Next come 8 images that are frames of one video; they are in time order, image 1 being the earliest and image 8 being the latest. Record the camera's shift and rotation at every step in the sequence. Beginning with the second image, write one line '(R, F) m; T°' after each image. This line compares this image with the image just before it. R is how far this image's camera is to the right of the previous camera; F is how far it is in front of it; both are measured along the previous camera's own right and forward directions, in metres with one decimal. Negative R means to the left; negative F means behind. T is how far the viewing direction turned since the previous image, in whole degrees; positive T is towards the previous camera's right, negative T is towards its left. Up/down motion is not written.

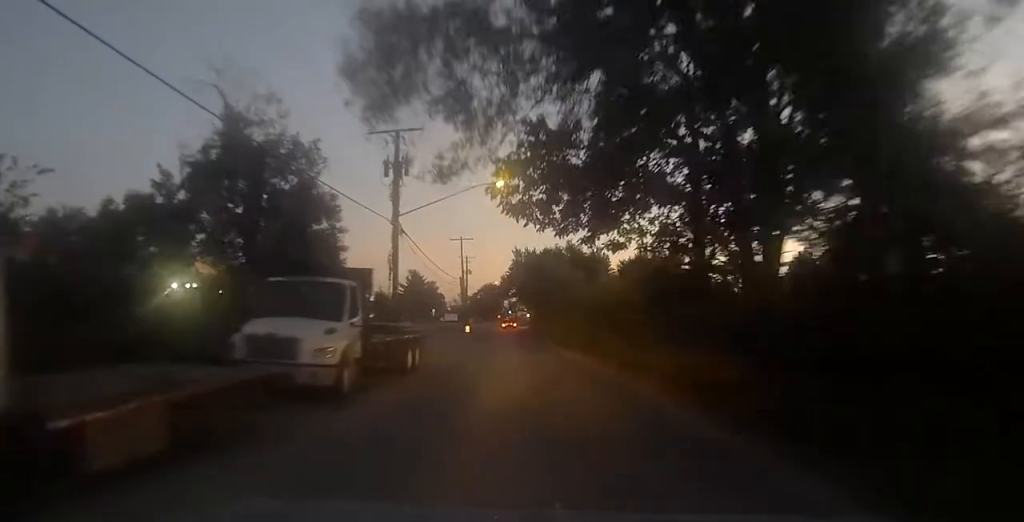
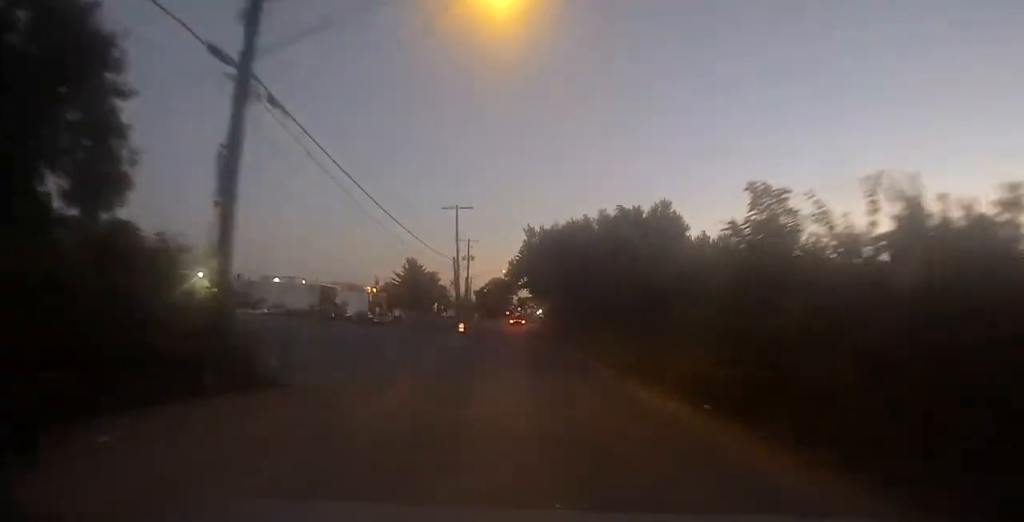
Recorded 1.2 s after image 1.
(0.0, +19.7) m; 0°
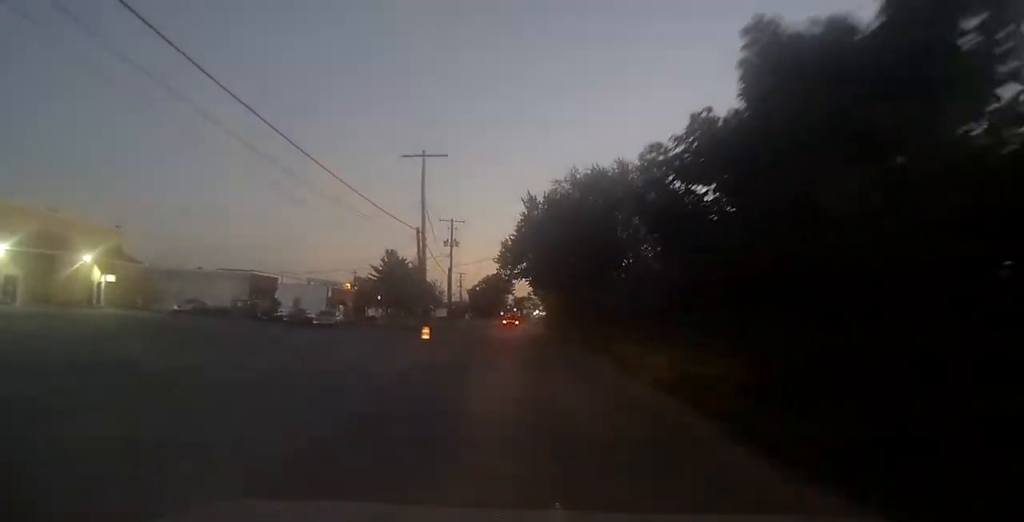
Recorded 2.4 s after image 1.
(-0.2, +20.0) m; -1°
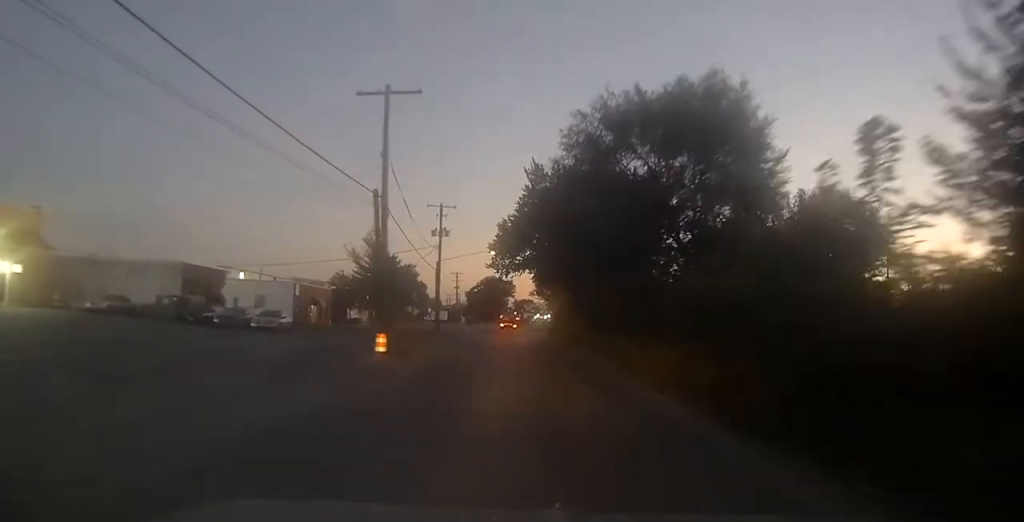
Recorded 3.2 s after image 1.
(-0.2, +12.4) m; 0°
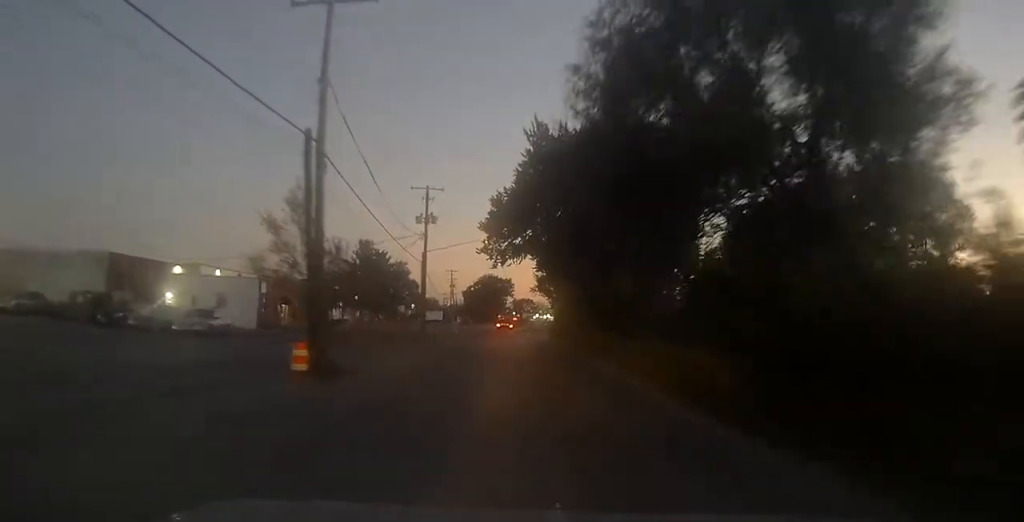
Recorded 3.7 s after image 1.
(+0.2, +8.9) m; 0°
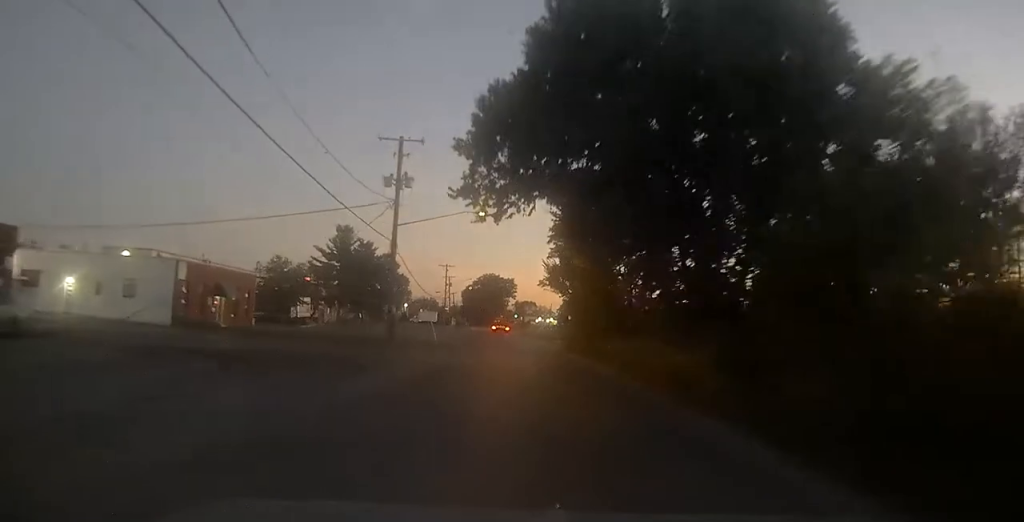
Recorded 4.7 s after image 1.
(+0.1, +15.7) m; 0°
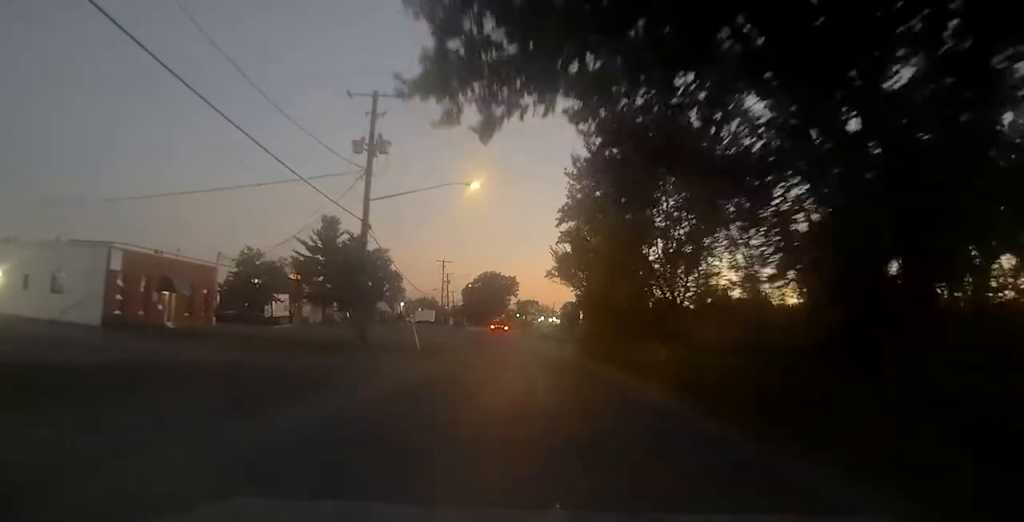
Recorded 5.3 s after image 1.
(-0.1, +8.4) m; 0°
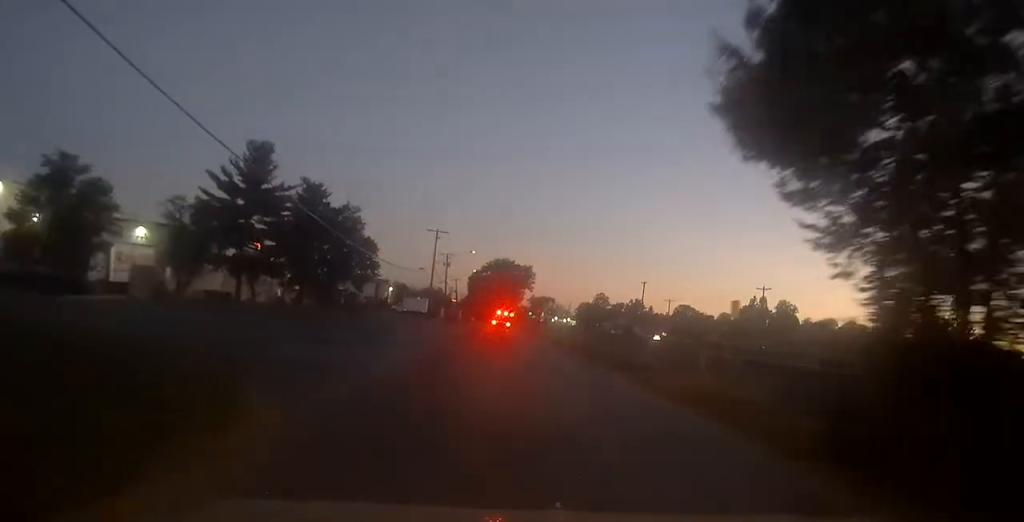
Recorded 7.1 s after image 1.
(-0.4, +29.3) m; -2°
